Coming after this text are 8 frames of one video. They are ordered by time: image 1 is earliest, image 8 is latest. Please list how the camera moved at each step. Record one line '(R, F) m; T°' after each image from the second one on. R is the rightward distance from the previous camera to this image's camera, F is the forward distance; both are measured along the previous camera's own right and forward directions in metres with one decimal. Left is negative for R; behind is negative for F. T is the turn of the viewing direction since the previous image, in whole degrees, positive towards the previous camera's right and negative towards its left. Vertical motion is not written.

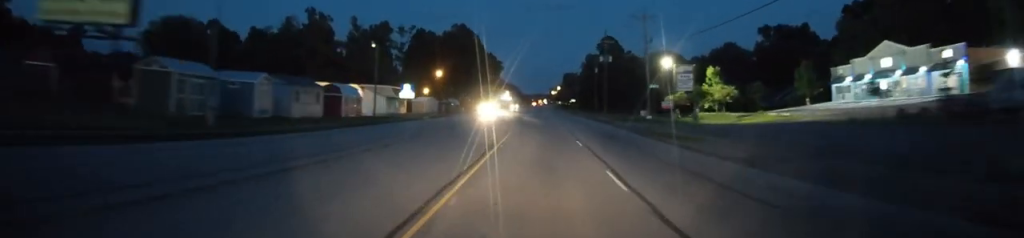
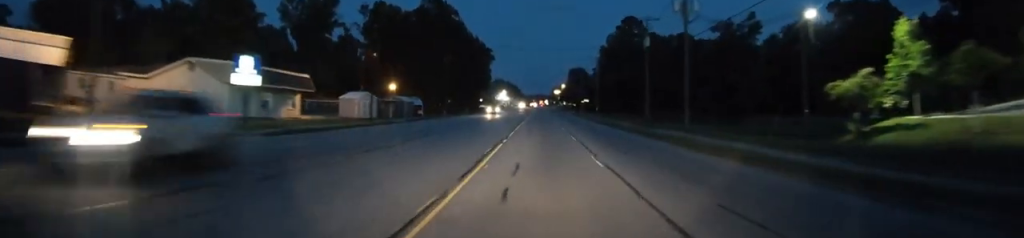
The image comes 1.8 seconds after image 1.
(-0.3, +43.1) m; 0°
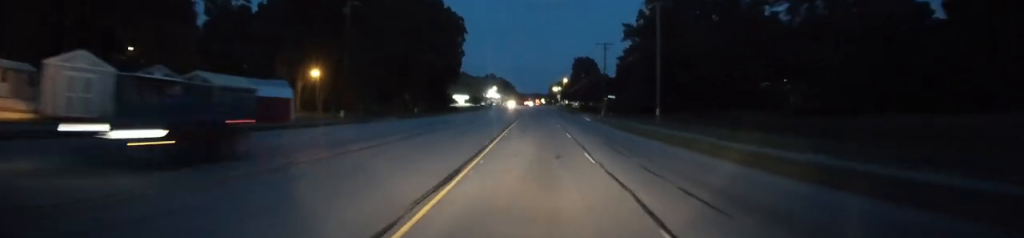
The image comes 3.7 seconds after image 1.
(+0.1, +48.2) m; 0°
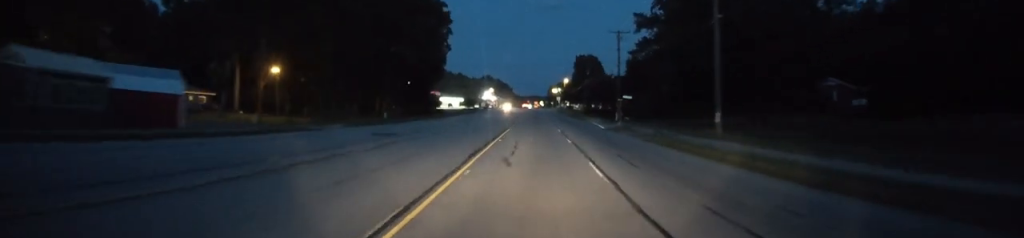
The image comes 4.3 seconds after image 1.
(0.0, +14.6) m; 0°
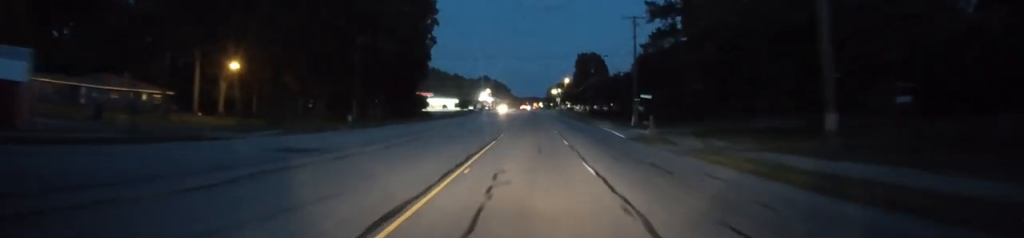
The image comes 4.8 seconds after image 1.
(0.0, +11.1) m; 0°
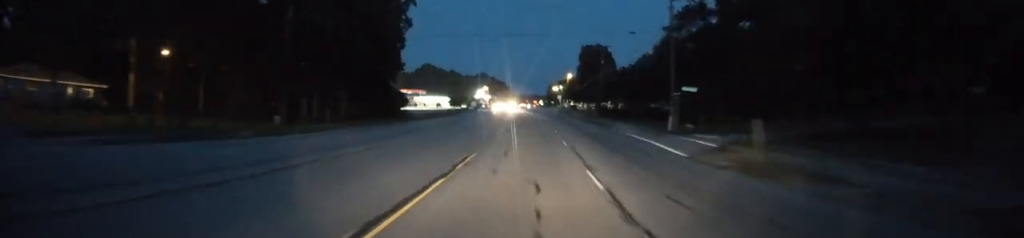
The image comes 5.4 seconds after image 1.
(0.0, +14.5) m; 0°
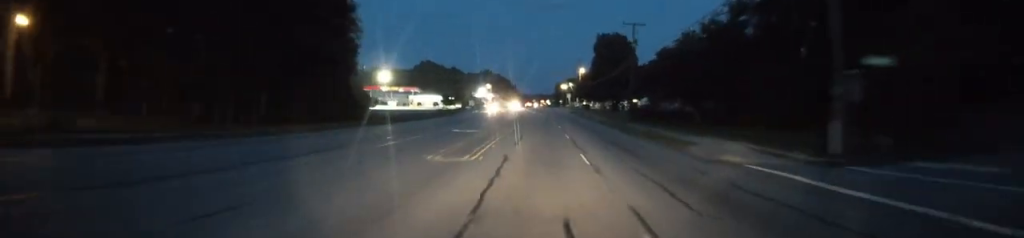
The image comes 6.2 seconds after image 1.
(+0.1, +20.2) m; 0°
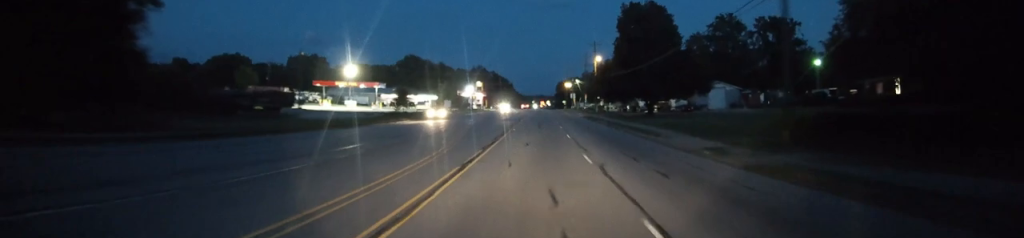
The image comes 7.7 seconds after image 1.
(-0.5, +35.6) m; -1°
